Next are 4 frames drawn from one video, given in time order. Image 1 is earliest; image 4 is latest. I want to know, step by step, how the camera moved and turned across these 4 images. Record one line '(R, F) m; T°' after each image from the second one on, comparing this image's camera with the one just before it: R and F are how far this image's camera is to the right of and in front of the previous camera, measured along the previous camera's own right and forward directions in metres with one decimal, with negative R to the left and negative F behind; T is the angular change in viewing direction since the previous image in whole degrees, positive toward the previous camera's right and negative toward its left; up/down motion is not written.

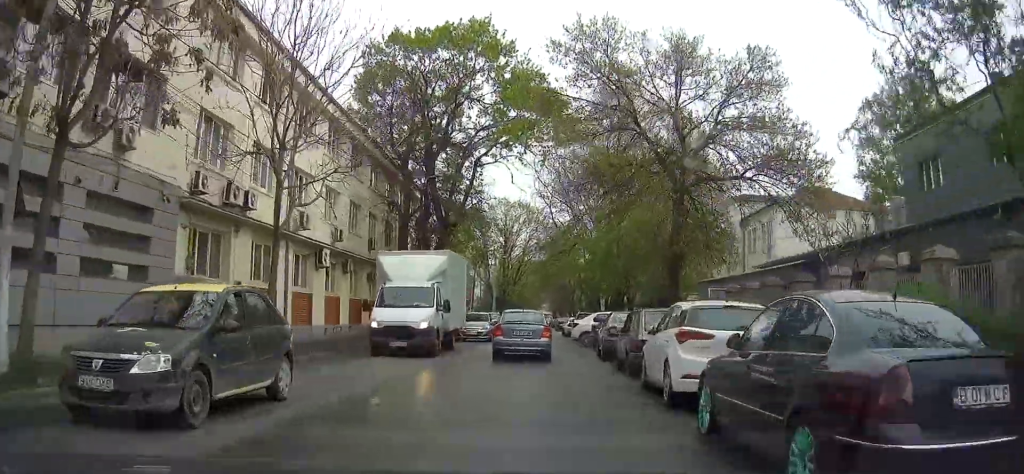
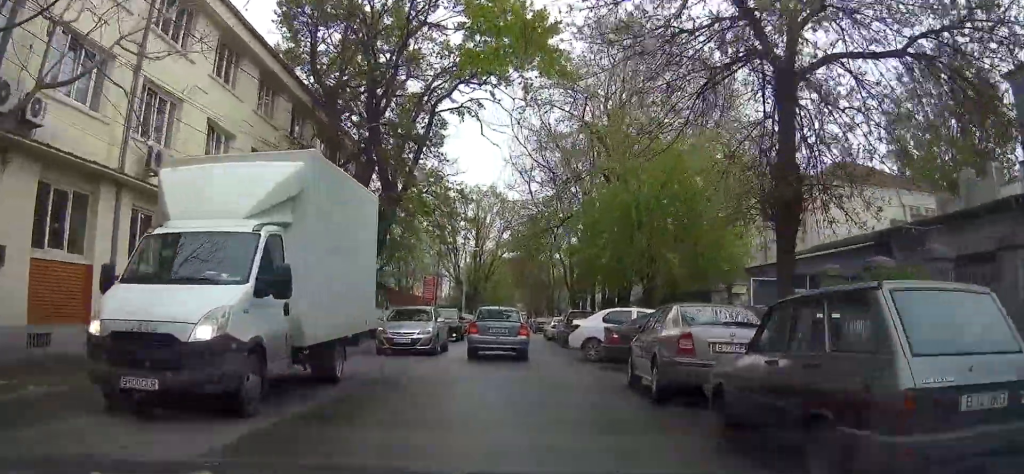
(+0.4, +10.8) m; +6°
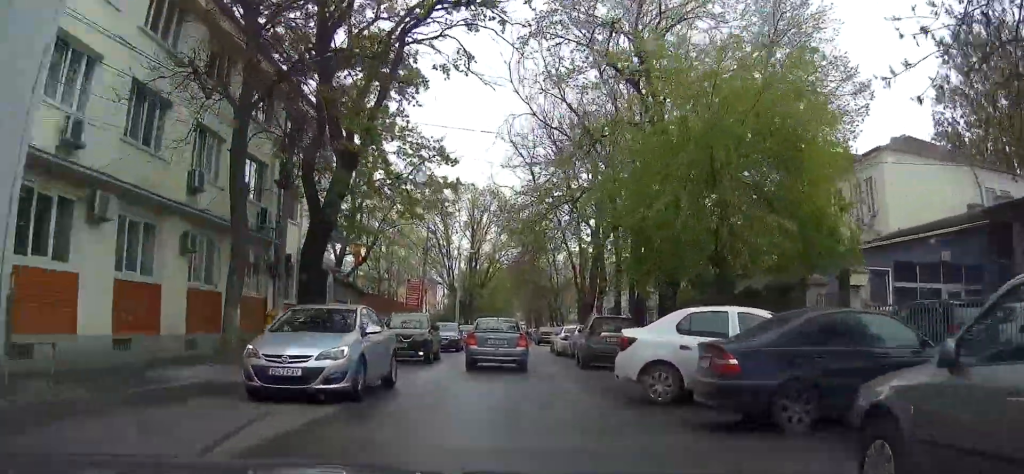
(+0.5, +9.0) m; +2°
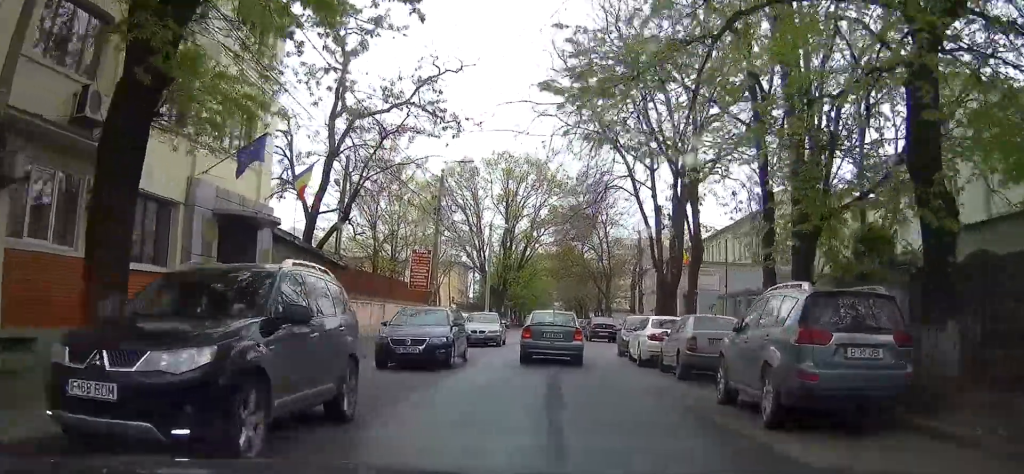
(0.0, +14.1) m; -2°
